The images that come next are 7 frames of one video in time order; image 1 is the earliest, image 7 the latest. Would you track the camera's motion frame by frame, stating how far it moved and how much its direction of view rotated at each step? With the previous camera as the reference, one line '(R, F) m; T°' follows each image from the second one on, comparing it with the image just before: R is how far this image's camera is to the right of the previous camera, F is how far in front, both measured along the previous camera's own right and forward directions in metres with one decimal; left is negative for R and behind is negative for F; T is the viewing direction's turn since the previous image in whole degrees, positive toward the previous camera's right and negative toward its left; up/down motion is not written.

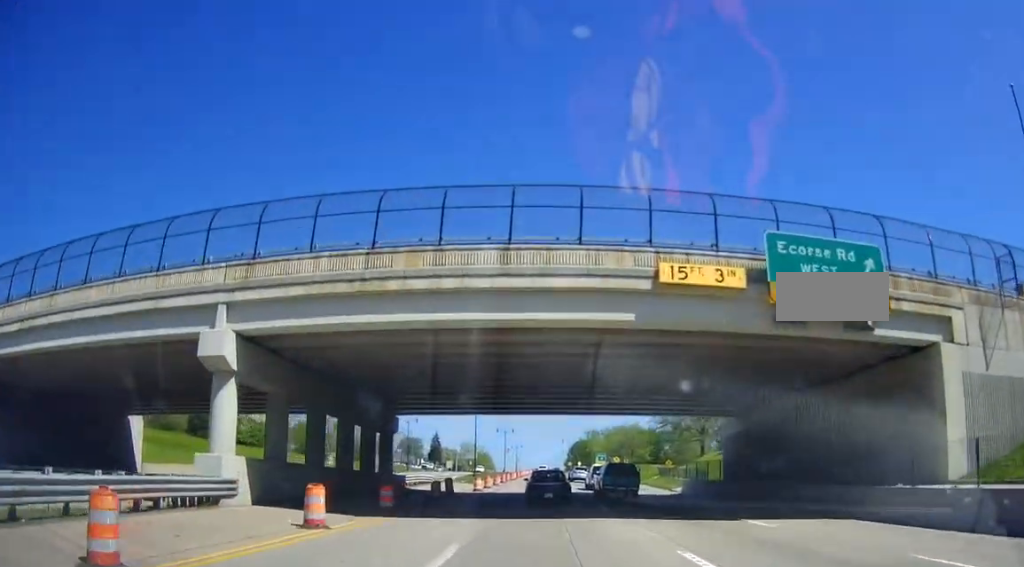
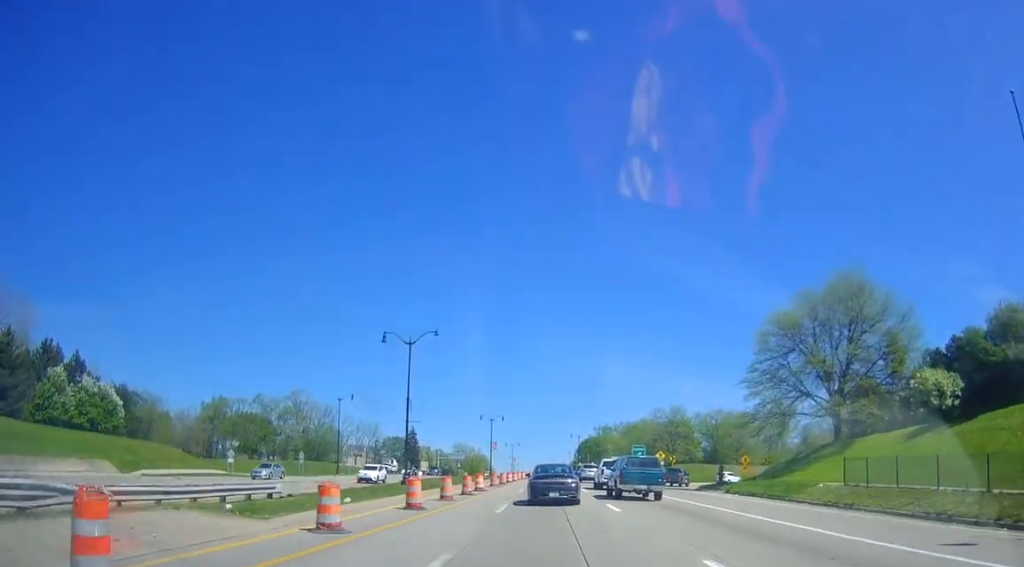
(-0.6, +46.9) m; 0°
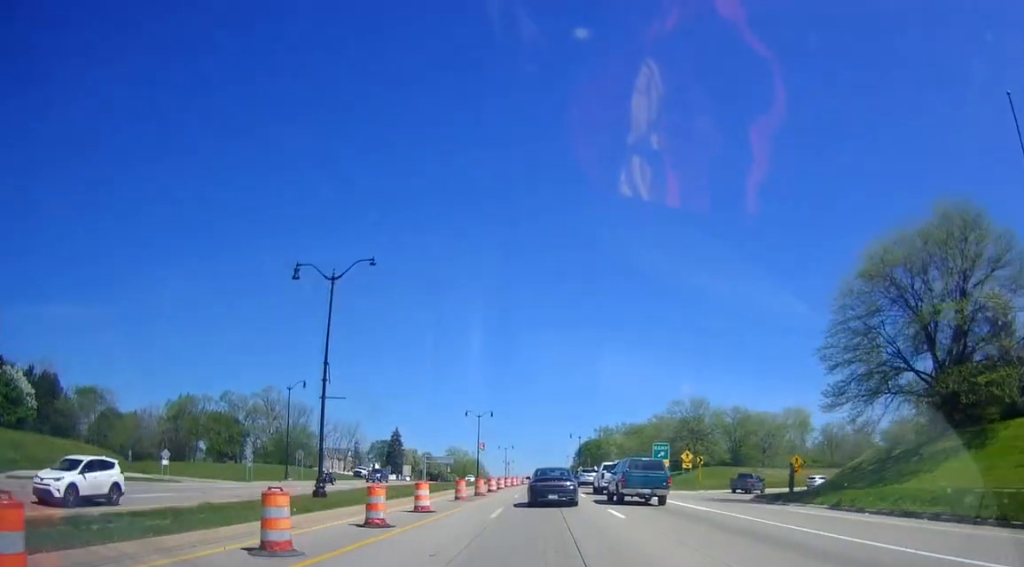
(+0.4, +17.7) m; +3°
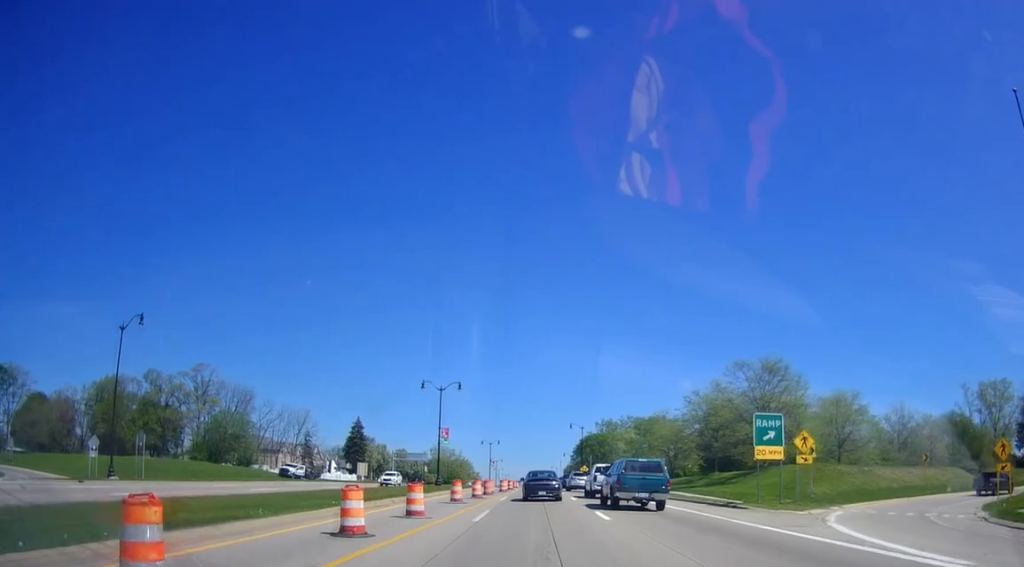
(0.0, +32.5) m; -2°
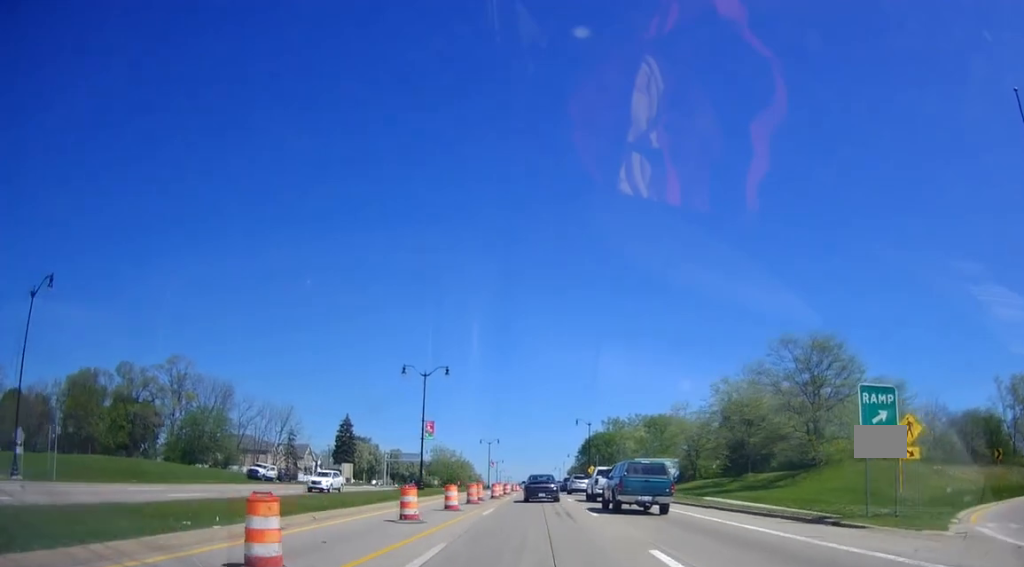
(0.0, +10.5) m; -1°
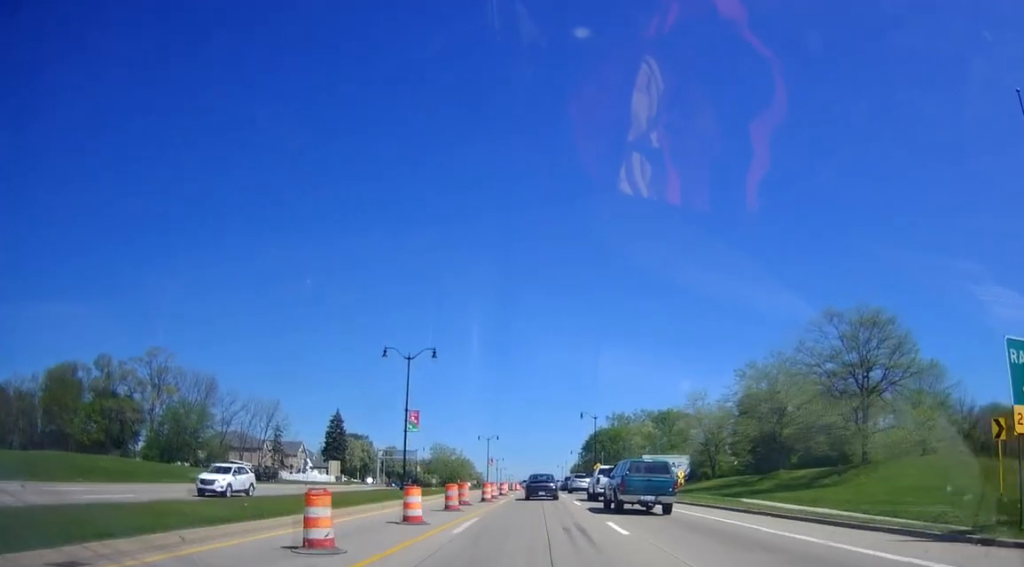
(0.0, +7.1) m; -2°
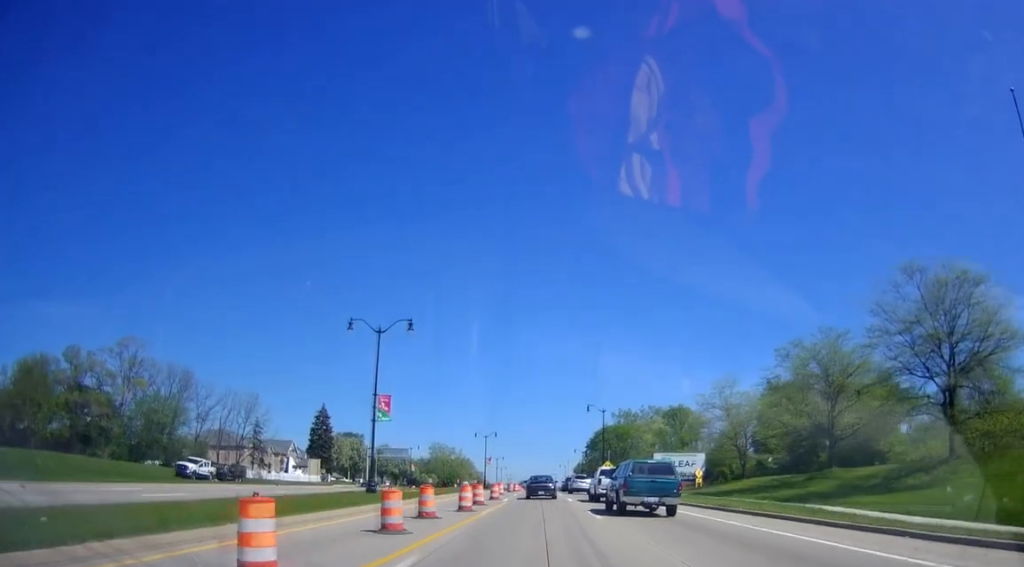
(-0.2, +9.2) m; -1°
